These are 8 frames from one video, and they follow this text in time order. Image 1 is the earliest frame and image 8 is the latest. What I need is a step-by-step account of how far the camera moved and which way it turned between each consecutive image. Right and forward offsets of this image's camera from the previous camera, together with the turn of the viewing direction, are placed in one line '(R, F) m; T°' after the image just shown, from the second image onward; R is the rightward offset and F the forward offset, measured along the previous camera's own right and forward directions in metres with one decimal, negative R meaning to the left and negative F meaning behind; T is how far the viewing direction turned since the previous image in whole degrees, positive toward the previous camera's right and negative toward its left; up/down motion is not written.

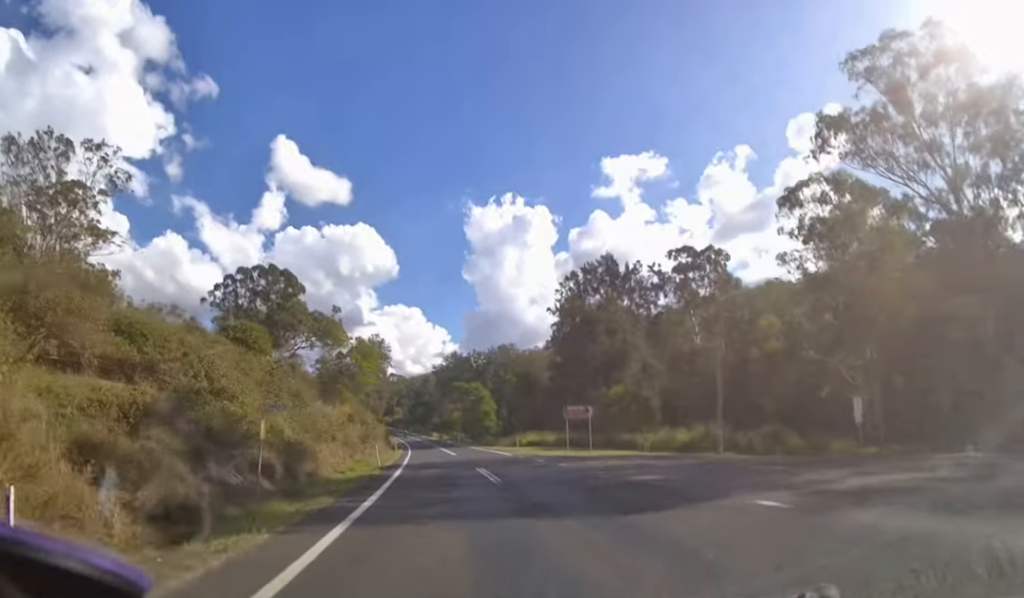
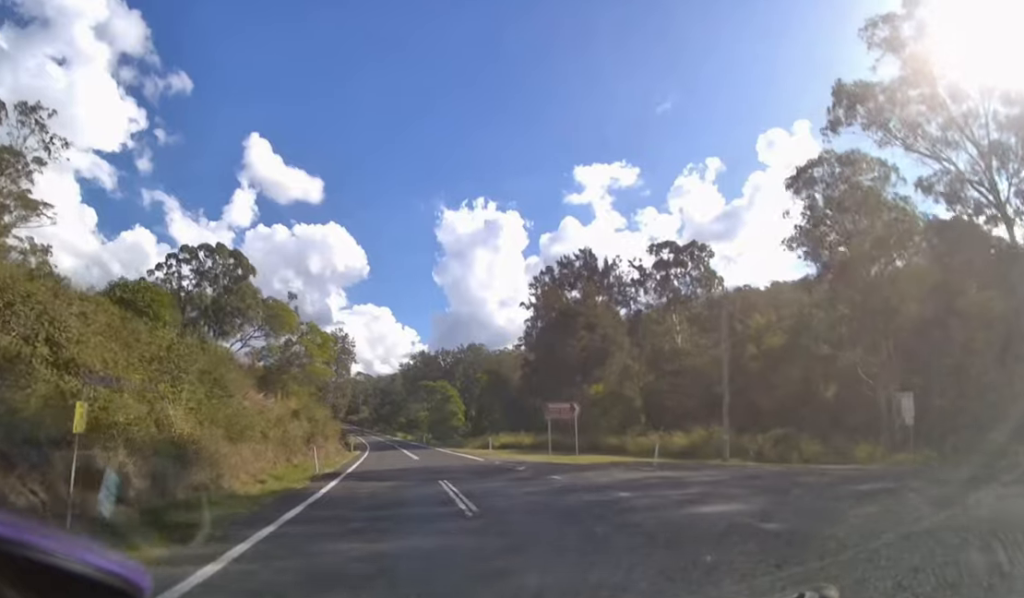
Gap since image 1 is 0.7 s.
(+0.1, +7.3) m; +3°
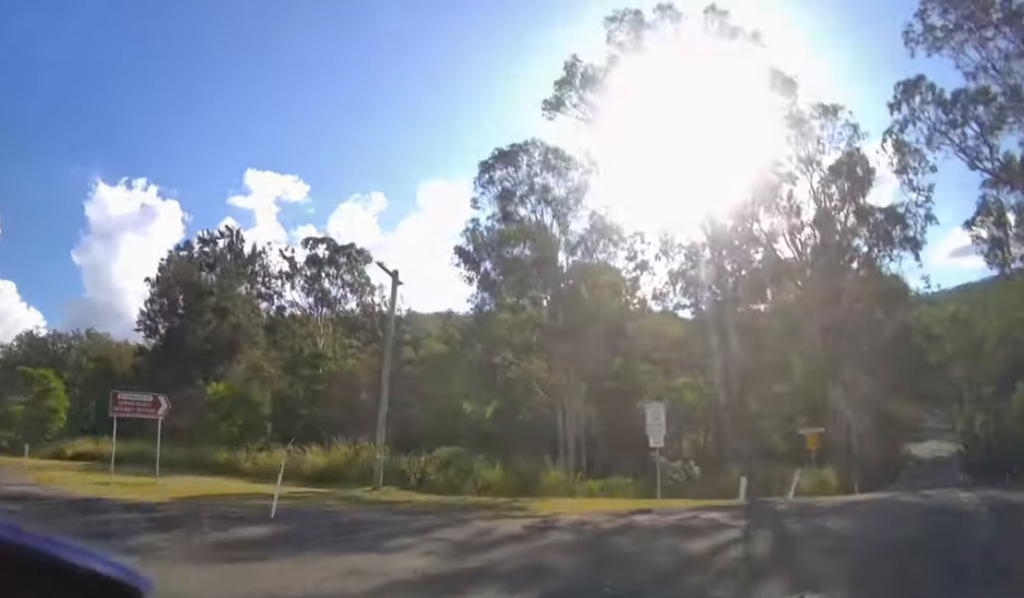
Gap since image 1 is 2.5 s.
(+2.0, +12.2) m; +42°
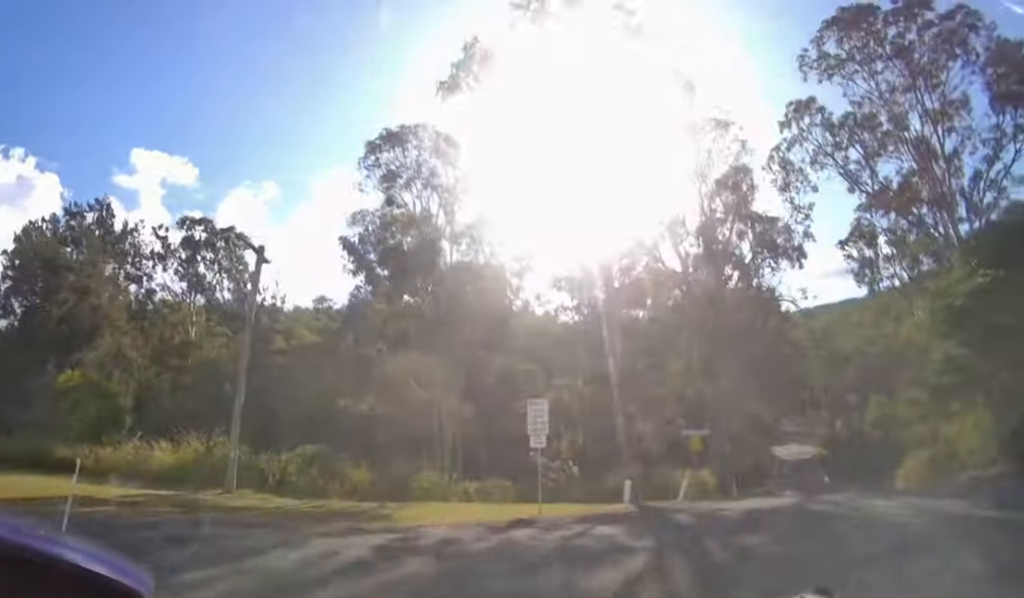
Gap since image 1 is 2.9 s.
(+0.7, +1.8) m; +14°
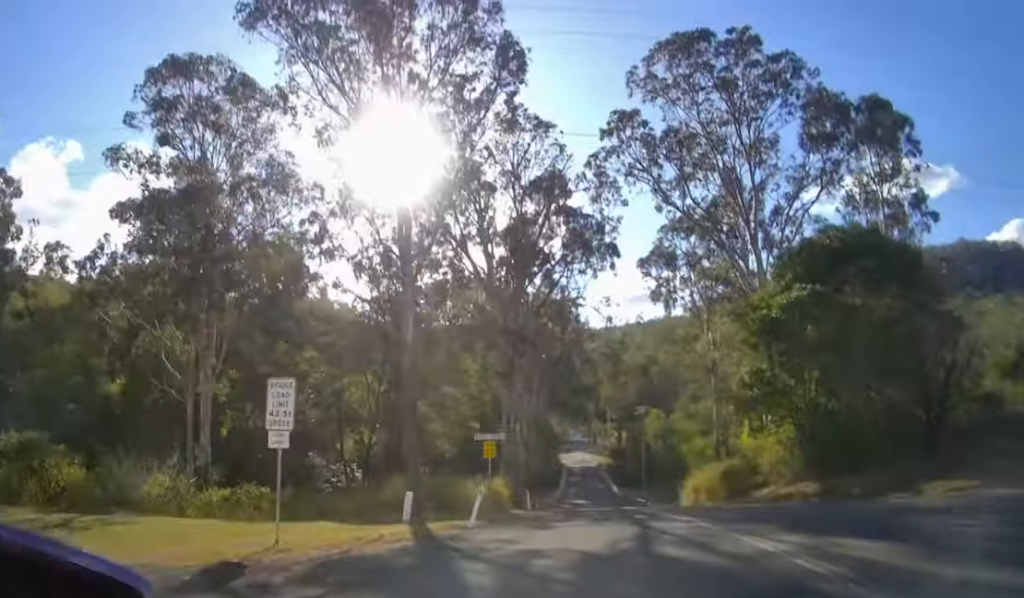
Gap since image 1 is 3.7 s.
(+1.0, +3.7) m; +24°
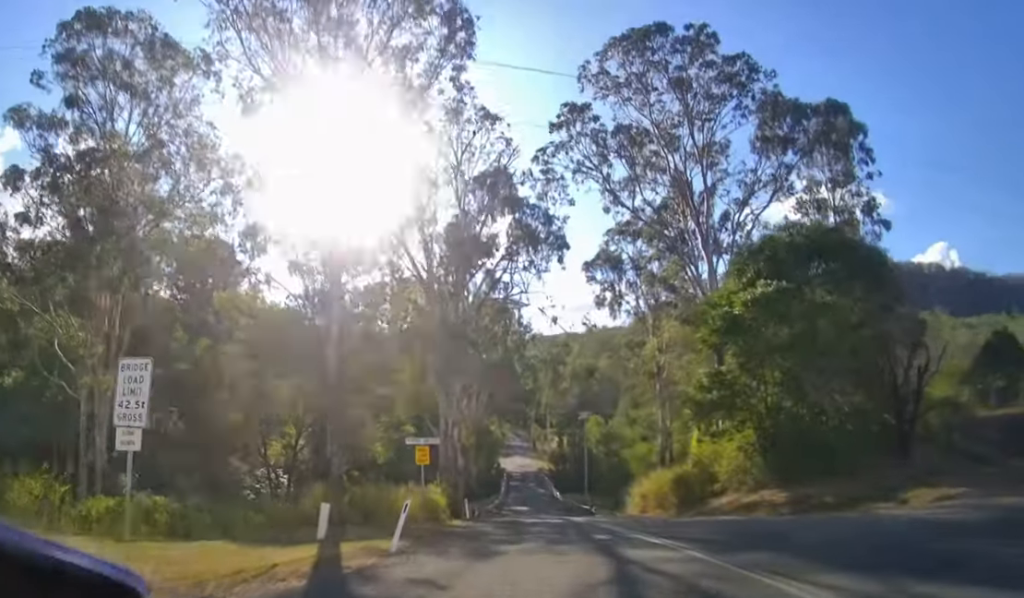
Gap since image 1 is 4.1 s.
(+0.3, +2.2) m; +7°
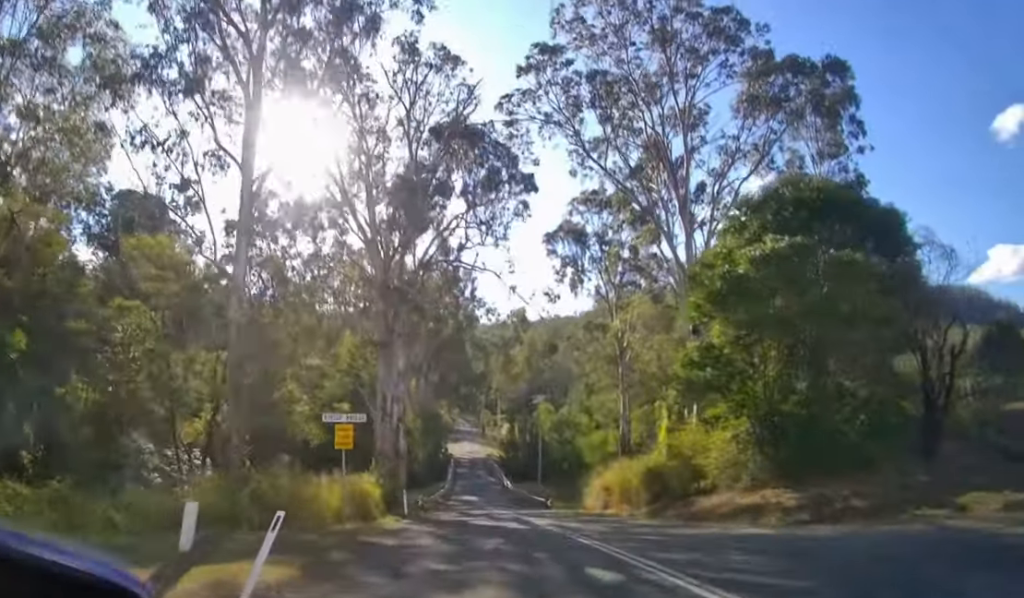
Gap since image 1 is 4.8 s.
(+0.3, +3.4) m; +6°
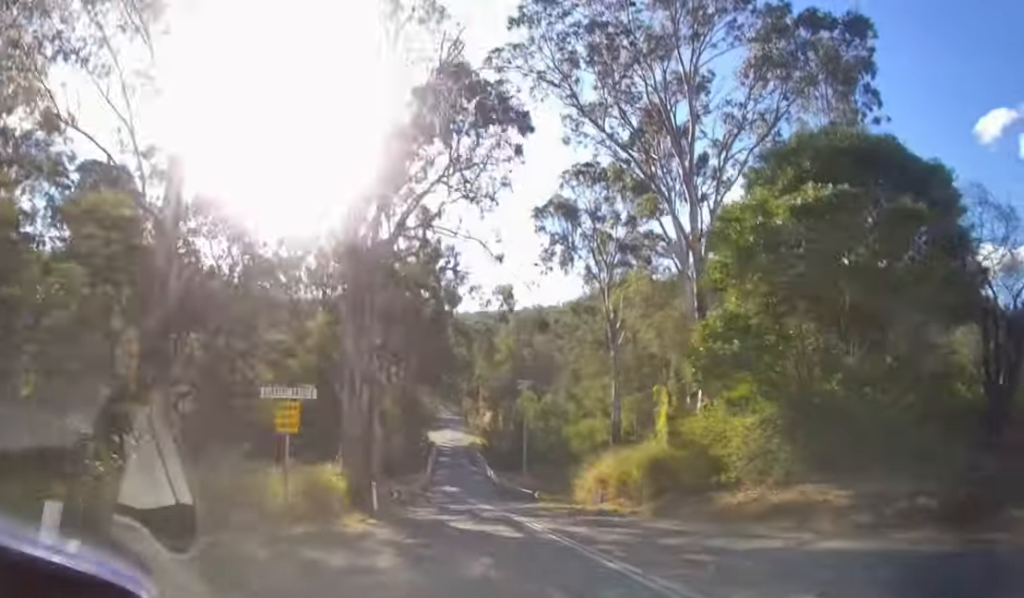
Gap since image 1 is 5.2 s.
(+0.1, +2.3) m; +1°
